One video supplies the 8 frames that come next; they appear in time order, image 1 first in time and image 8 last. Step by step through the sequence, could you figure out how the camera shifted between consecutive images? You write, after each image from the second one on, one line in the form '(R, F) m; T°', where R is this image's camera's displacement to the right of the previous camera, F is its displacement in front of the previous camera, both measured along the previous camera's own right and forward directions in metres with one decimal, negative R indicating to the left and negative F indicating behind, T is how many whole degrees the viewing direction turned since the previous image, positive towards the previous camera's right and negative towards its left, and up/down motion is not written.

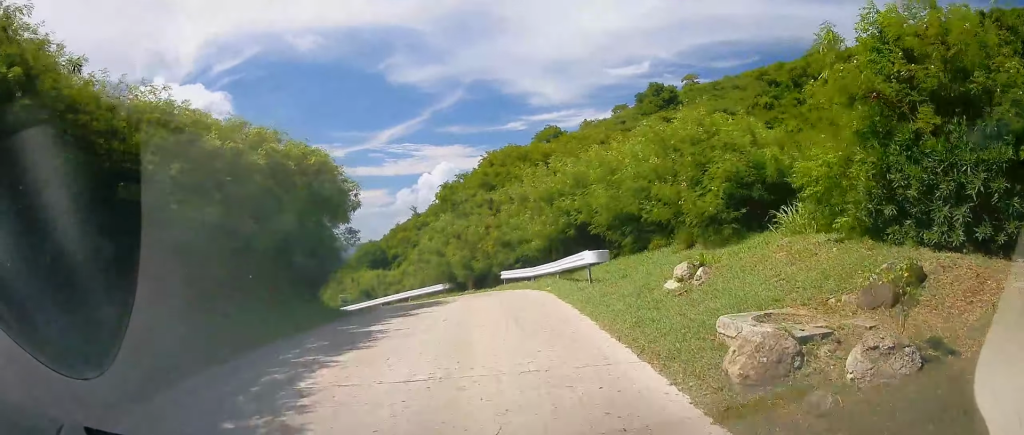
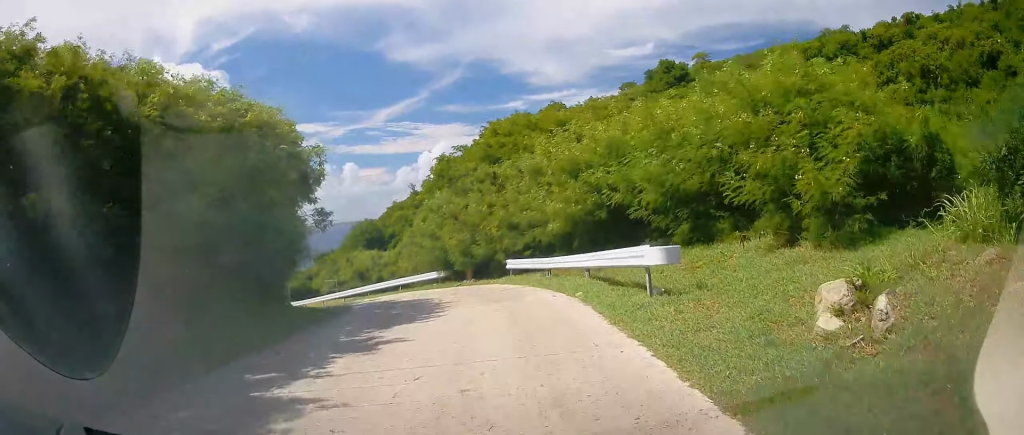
(0.0, +4.6) m; 0°
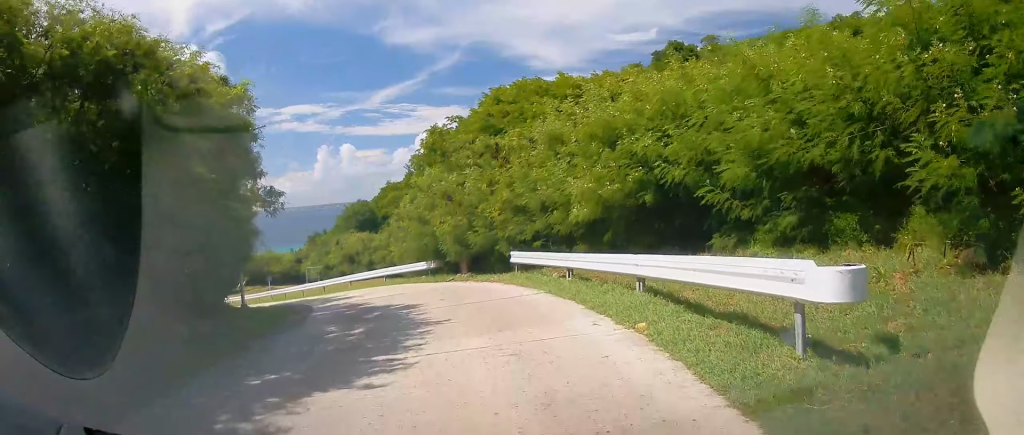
(0.0, +4.4) m; -3°
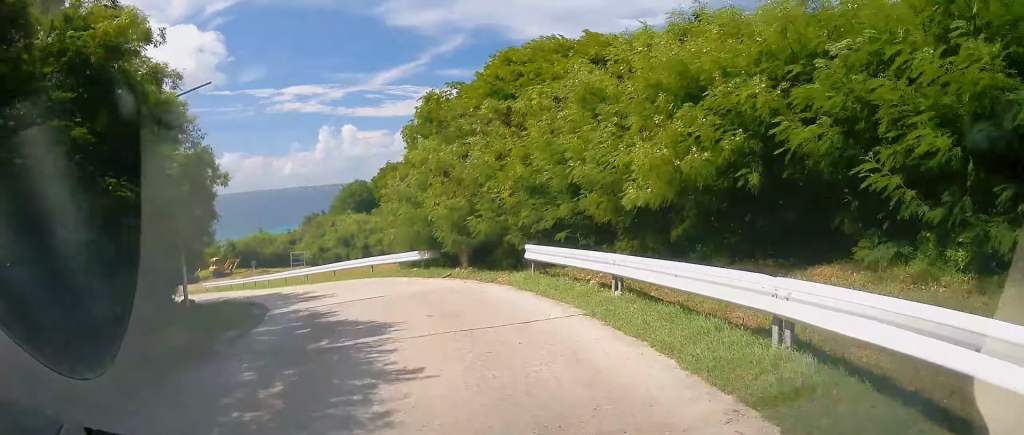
(-0.1, +4.1) m; -2°
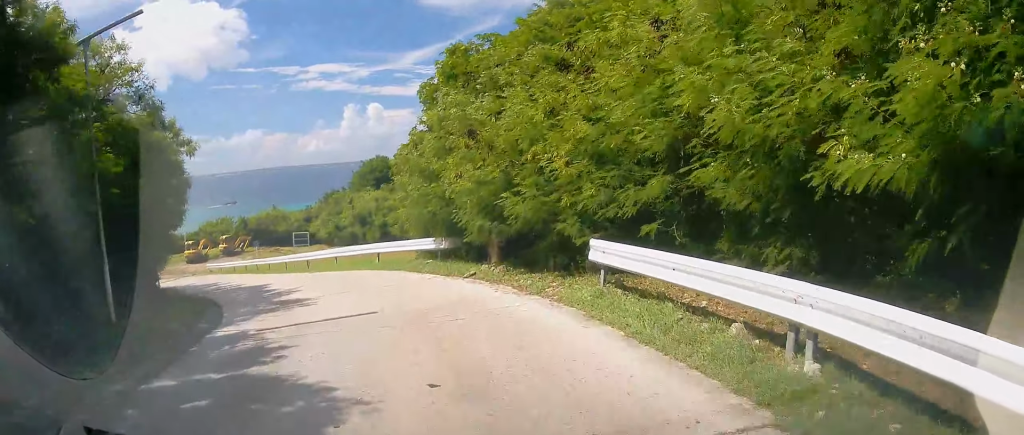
(-0.2, +4.4) m; -1°
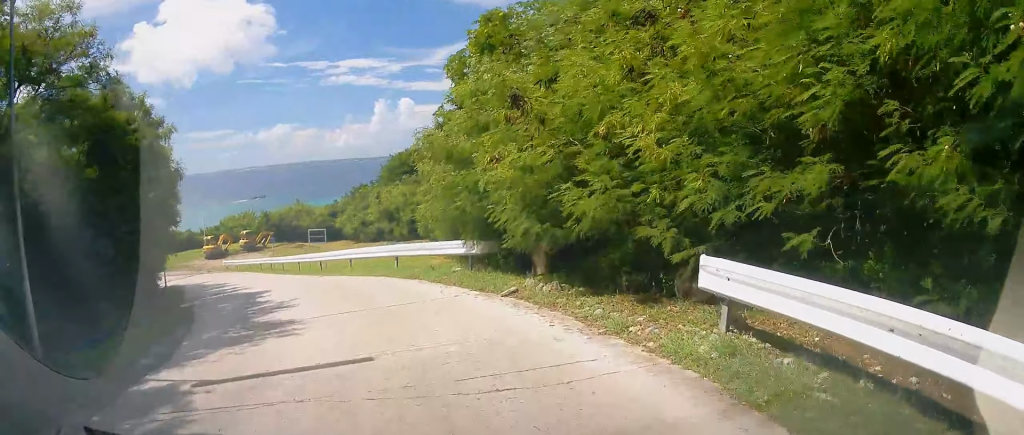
(+0.2, +3.0) m; -3°
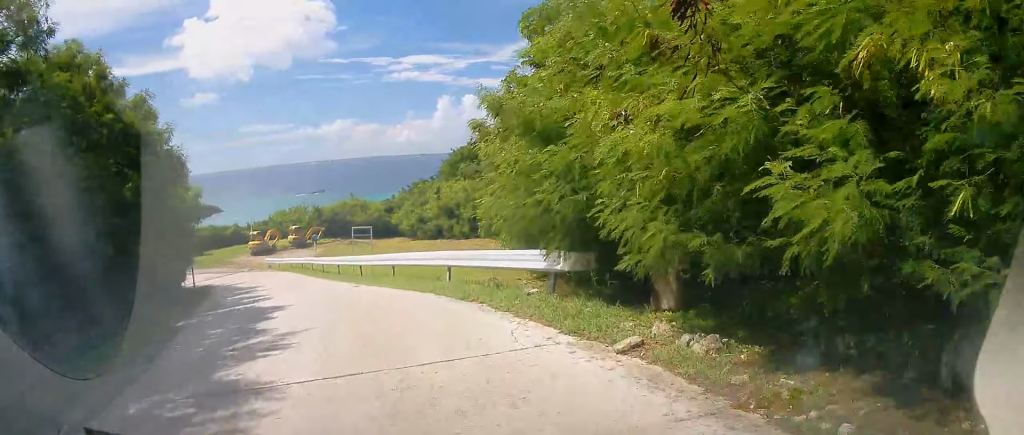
(+0.2, +3.6) m; -4°
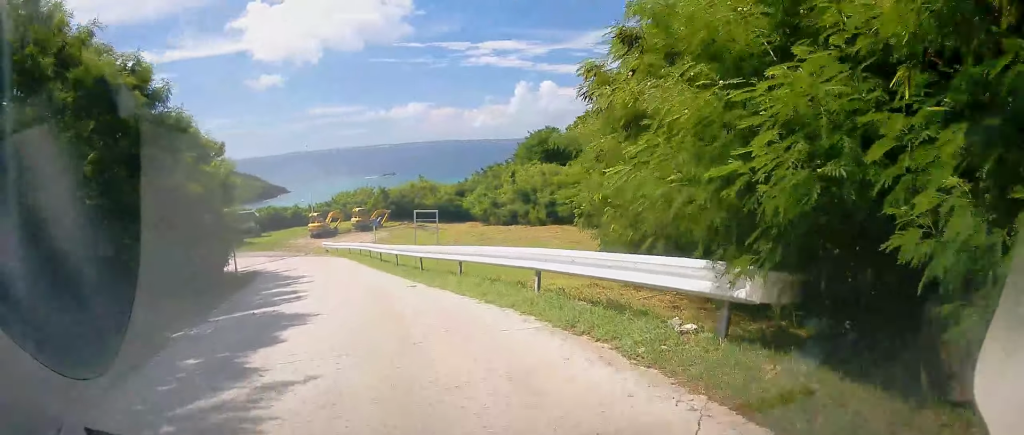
(-0.6, +3.6) m; -6°
